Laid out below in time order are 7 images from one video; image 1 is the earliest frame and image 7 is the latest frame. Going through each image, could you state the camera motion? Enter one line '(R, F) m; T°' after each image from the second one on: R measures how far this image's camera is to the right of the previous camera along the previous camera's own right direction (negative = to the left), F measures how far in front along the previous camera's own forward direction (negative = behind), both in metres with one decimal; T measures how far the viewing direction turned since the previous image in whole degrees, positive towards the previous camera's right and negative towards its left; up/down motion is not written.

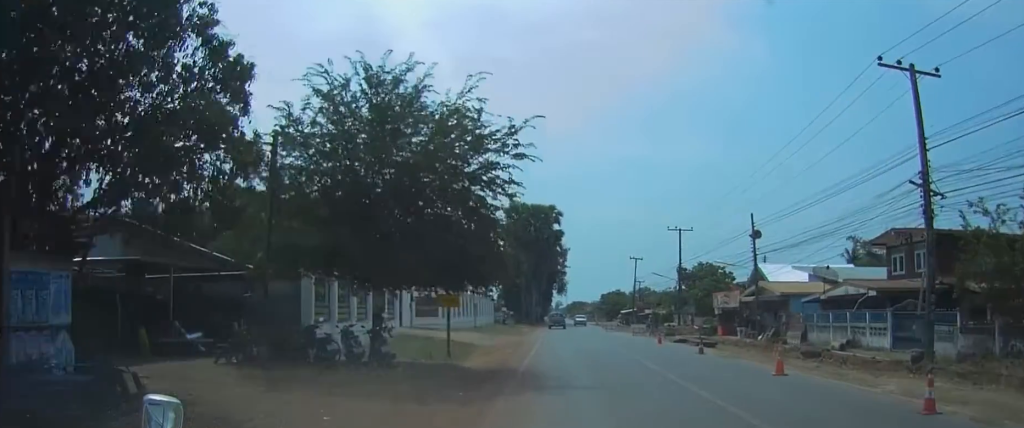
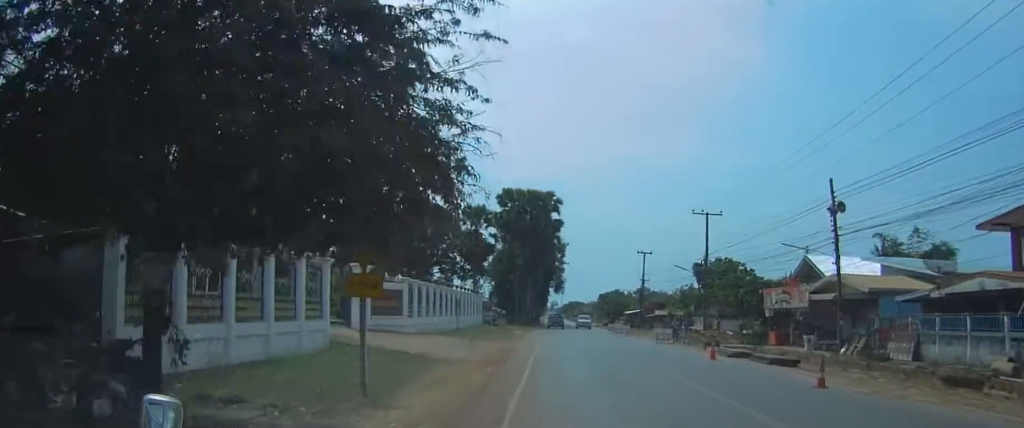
(+0.1, +8.4) m; +1°
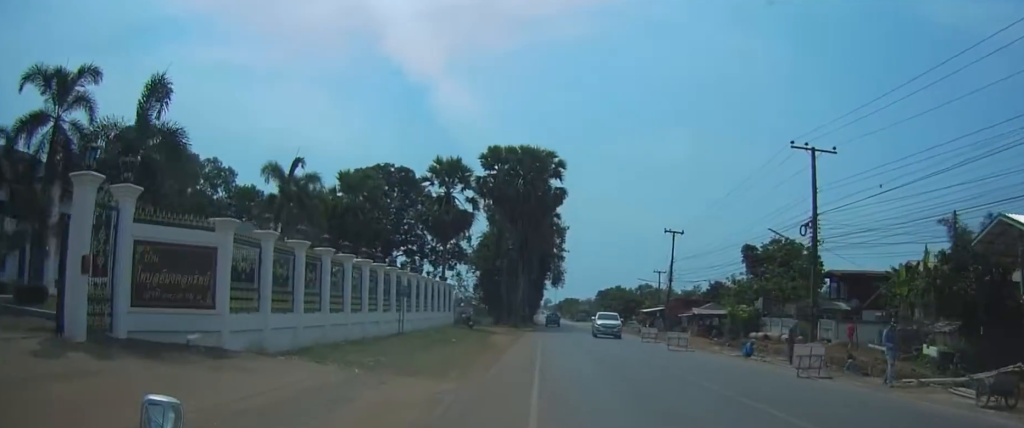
(+0.1, +17.3) m; +1°
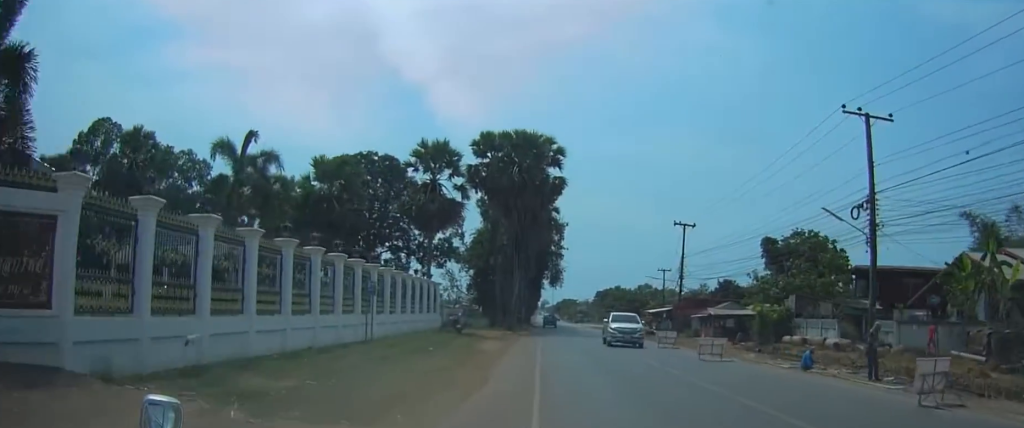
(+0.1, +5.9) m; 0°
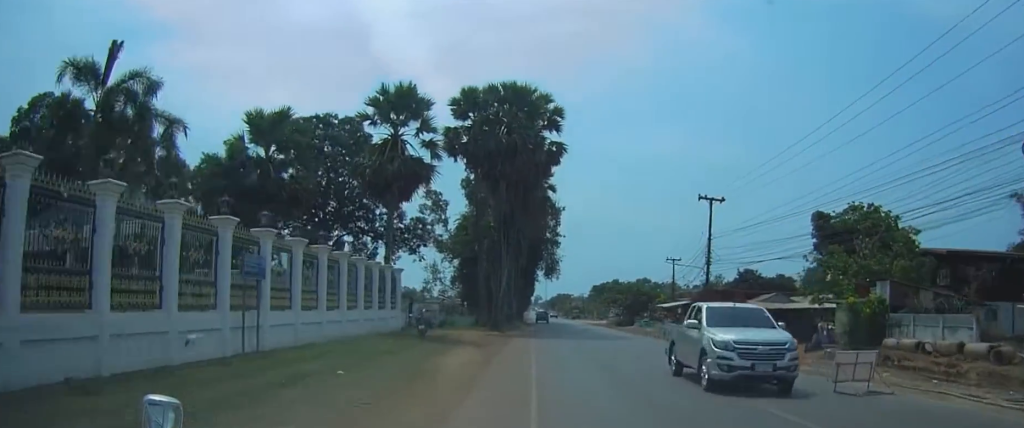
(+0.1, +11.6) m; 0°
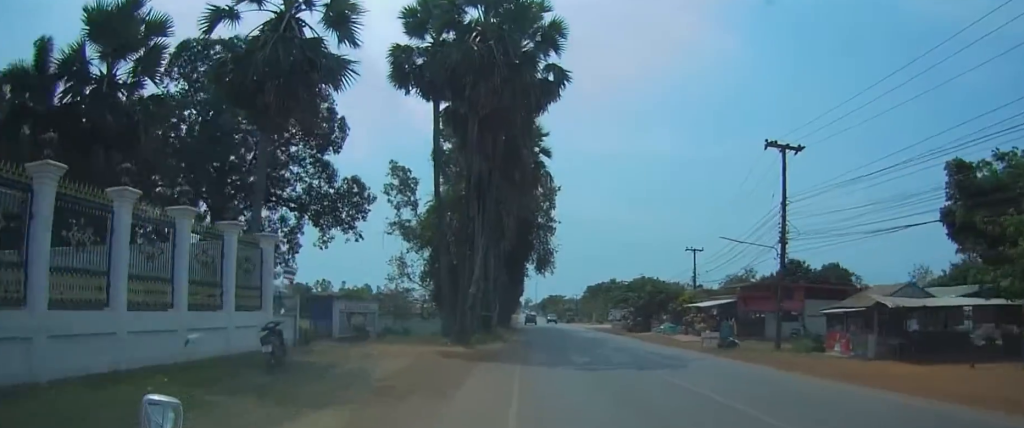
(0.0, +18.6) m; +1°
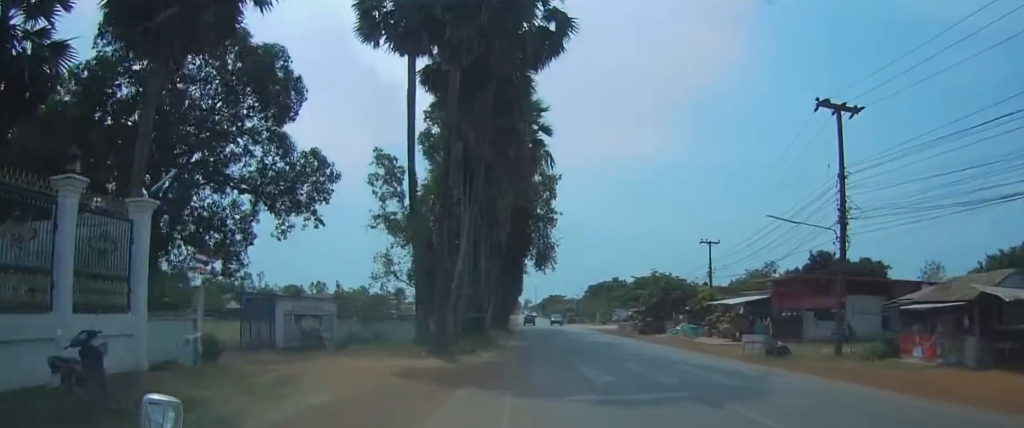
(0.0, +8.4) m; 0°
